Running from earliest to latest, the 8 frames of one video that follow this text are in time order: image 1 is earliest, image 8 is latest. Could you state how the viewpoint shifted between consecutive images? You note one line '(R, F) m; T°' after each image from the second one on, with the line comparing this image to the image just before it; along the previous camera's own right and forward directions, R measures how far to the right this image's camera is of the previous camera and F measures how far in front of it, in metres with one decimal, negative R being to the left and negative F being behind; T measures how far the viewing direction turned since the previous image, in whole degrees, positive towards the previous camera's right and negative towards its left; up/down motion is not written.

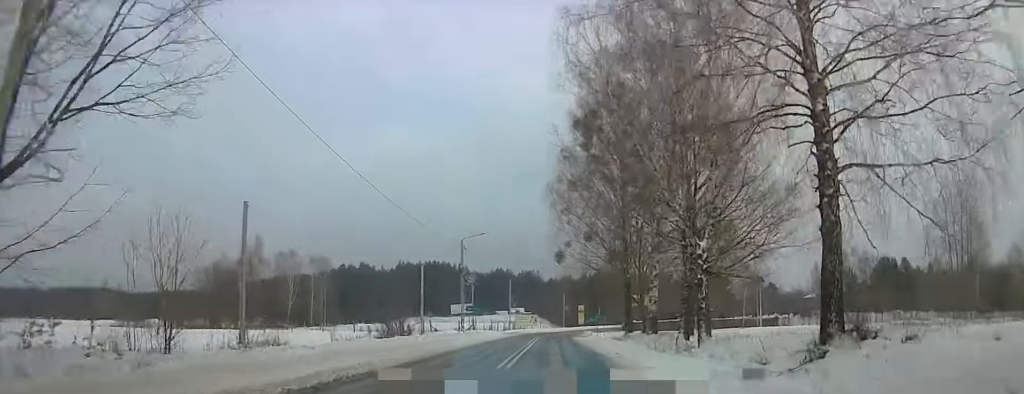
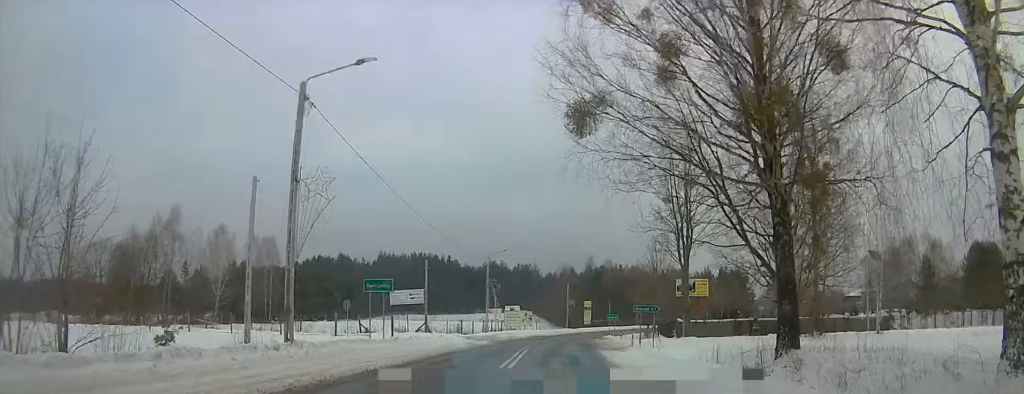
(+0.7, +34.2) m; 0°
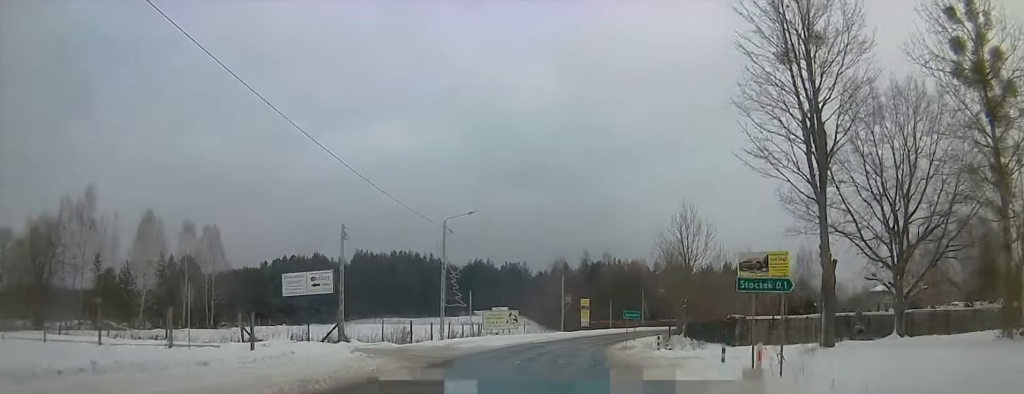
(-0.7, +21.9) m; -1°
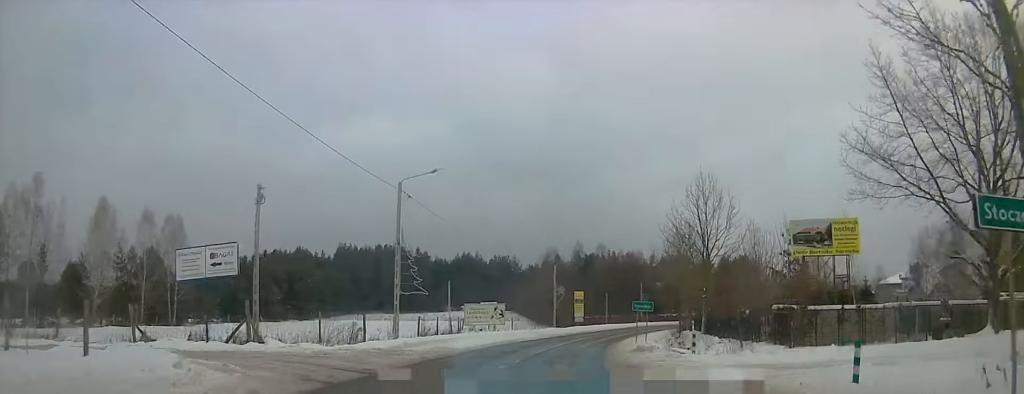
(+0.2, +9.9) m; +2°
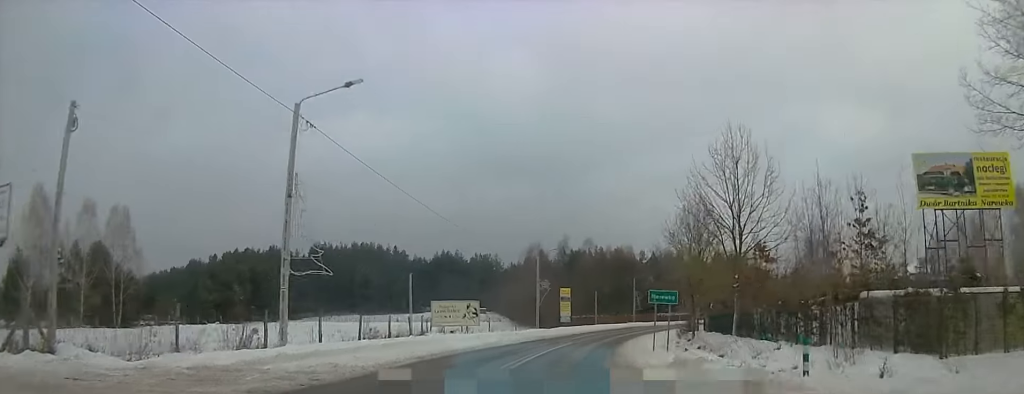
(+0.3, +11.5) m; +3°
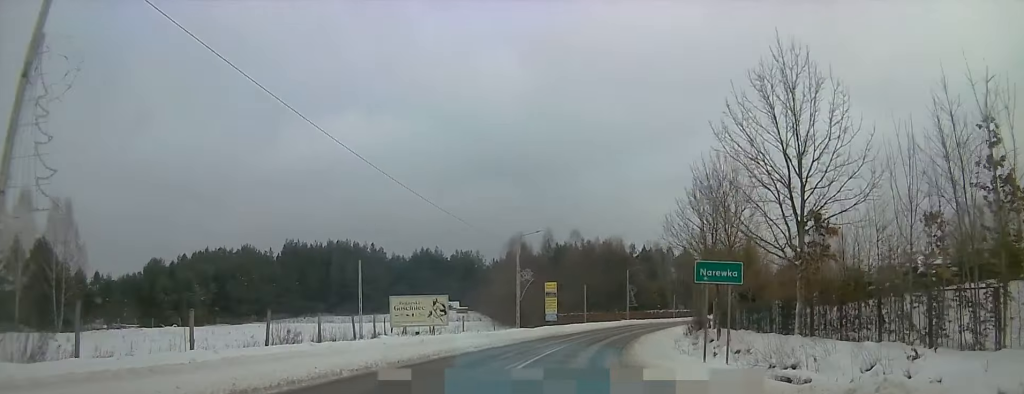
(+0.5, +10.8) m; 0°
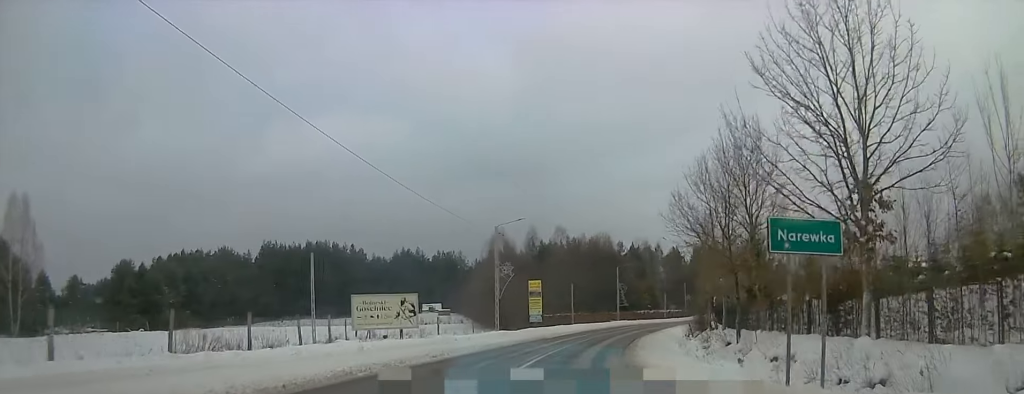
(0.0, +7.0) m; 0°
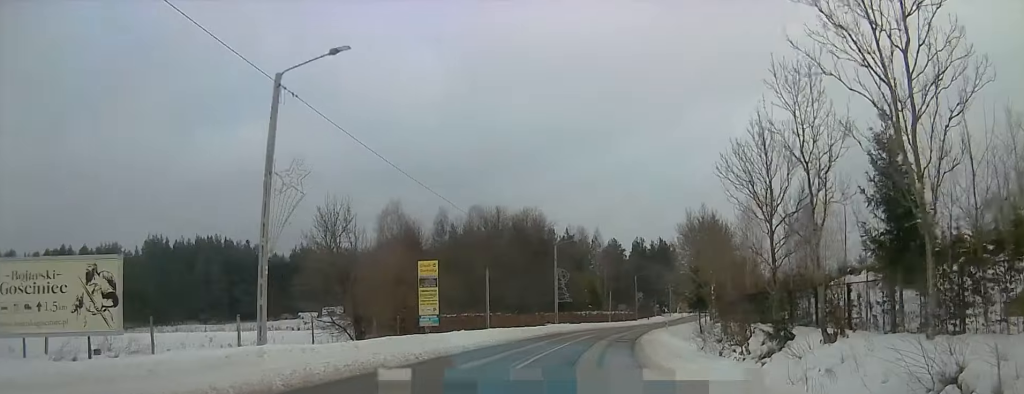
(+0.2, +28.2) m; +8°
